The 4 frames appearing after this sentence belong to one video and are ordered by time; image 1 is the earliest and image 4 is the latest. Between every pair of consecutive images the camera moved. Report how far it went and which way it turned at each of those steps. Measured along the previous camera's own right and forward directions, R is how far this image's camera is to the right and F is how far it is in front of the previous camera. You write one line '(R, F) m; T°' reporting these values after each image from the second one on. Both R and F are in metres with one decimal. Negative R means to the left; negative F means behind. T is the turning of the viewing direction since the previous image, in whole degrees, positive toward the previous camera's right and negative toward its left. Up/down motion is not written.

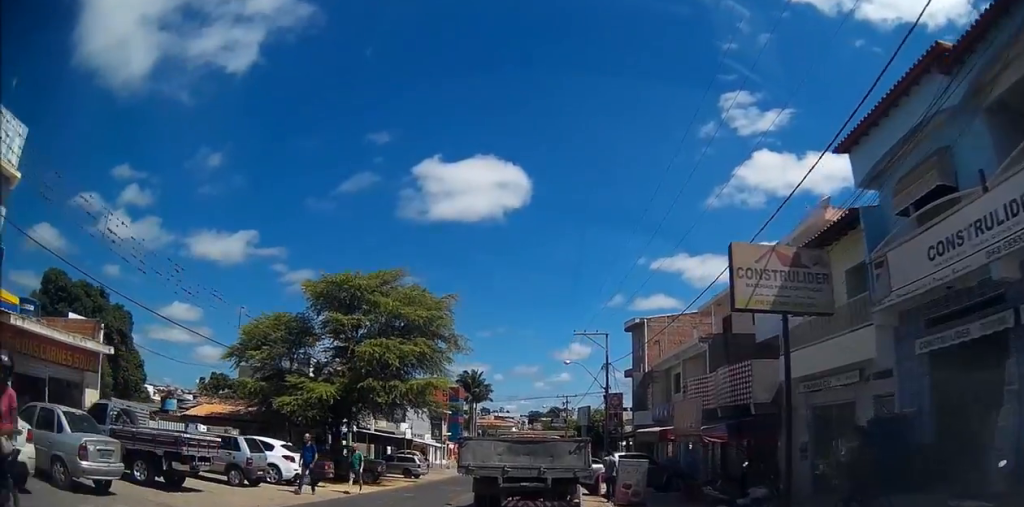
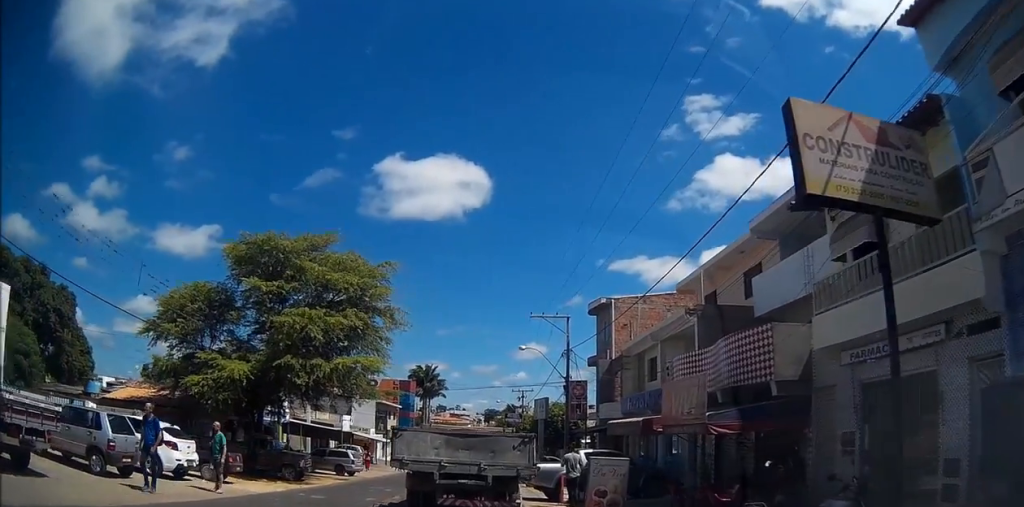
(0.0, +4.3) m; +1°
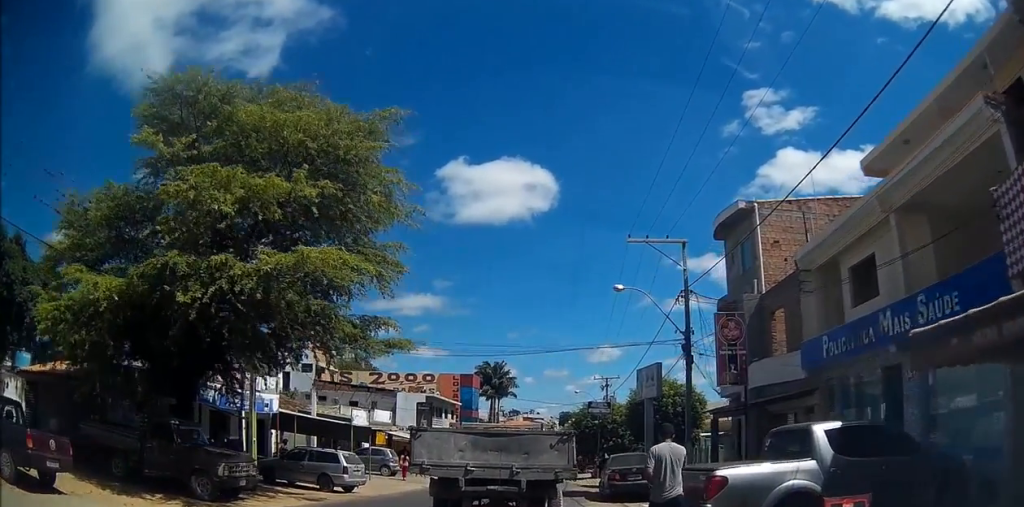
(0.0, +12.7) m; -2°
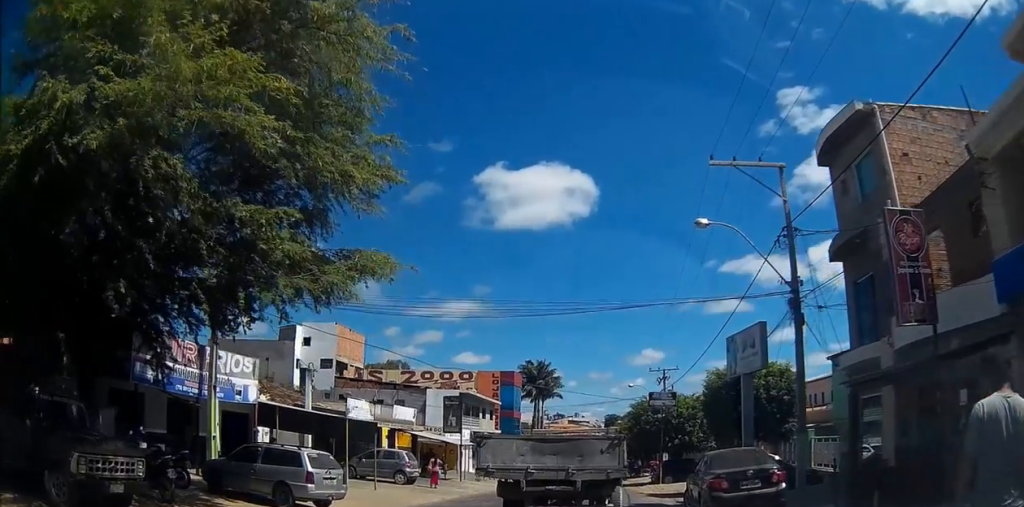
(-0.2, +7.2) m; -2°
